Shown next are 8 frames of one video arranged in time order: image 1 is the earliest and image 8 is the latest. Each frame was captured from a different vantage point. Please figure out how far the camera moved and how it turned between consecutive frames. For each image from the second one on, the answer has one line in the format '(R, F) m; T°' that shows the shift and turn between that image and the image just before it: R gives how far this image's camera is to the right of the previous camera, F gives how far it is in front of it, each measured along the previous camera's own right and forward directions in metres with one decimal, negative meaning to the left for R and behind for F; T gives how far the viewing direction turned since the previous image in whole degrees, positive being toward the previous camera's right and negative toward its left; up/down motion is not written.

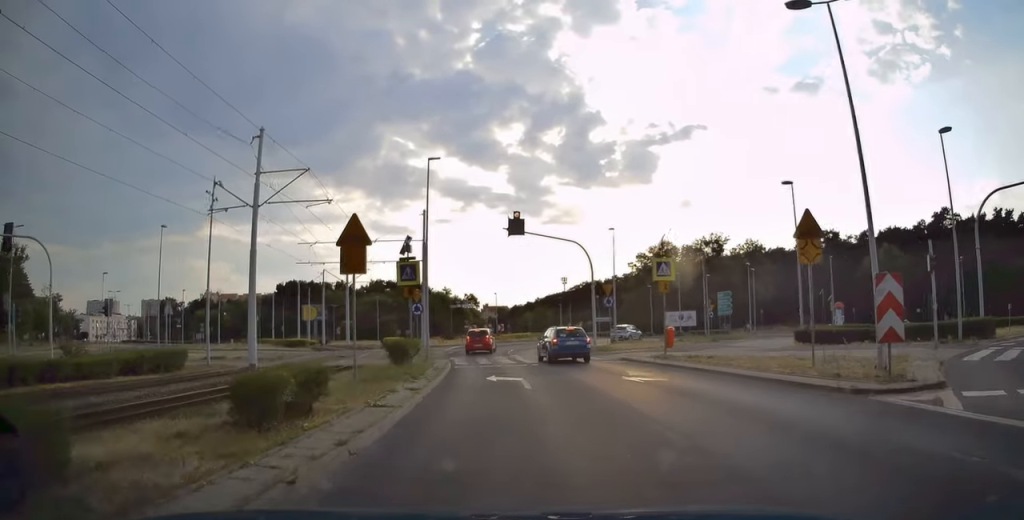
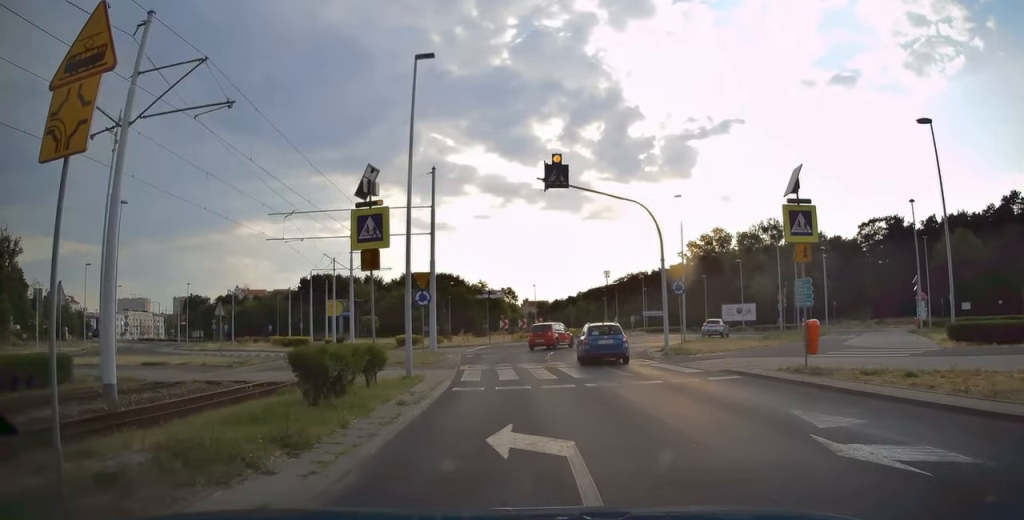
(-0.3, +8.7) m; -3°
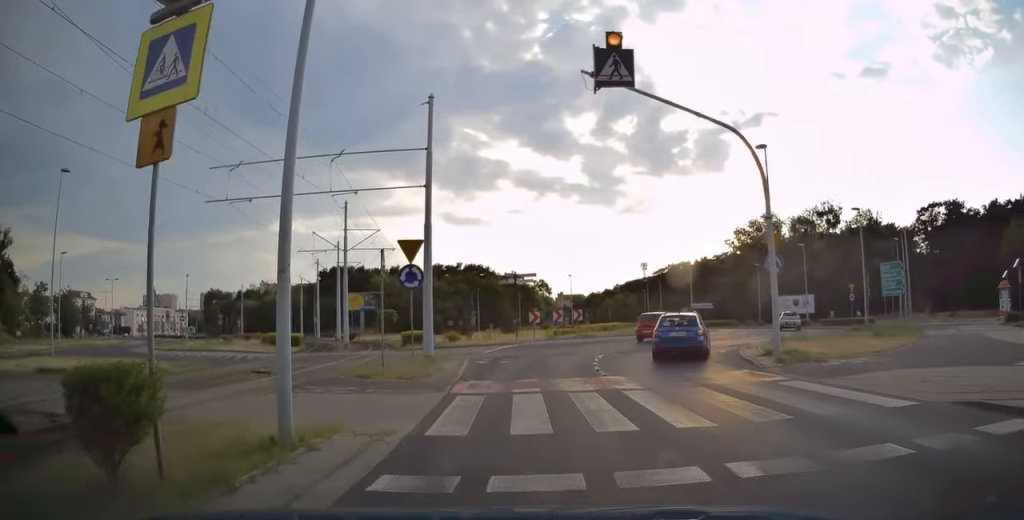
(-0.2, +8.0) m; -1°
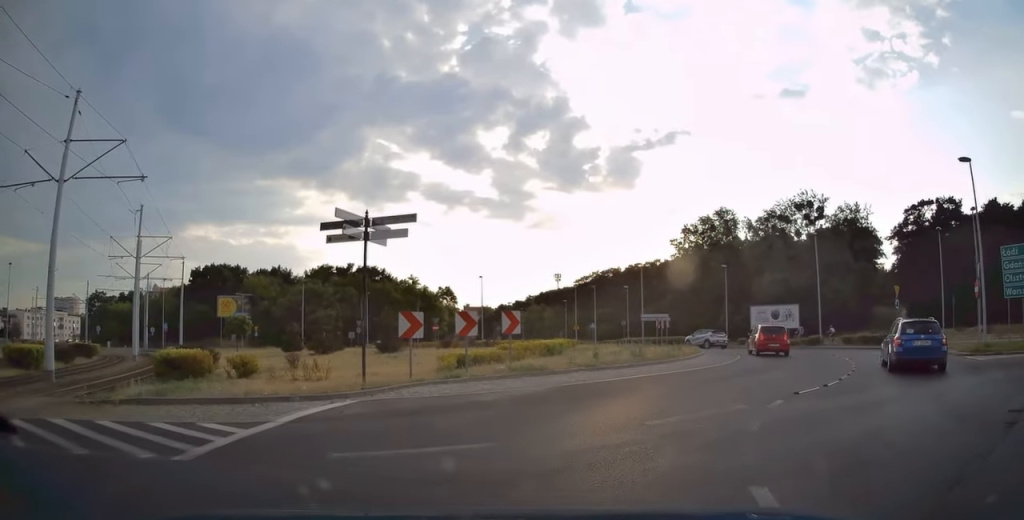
(+1.4, +19.2) m; +16°
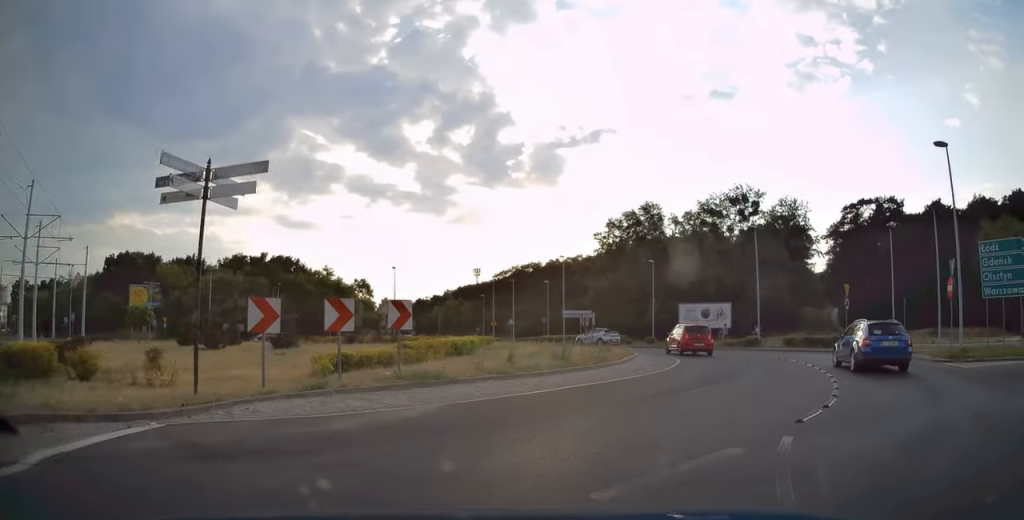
(+0.3, +3.6) m; +6°
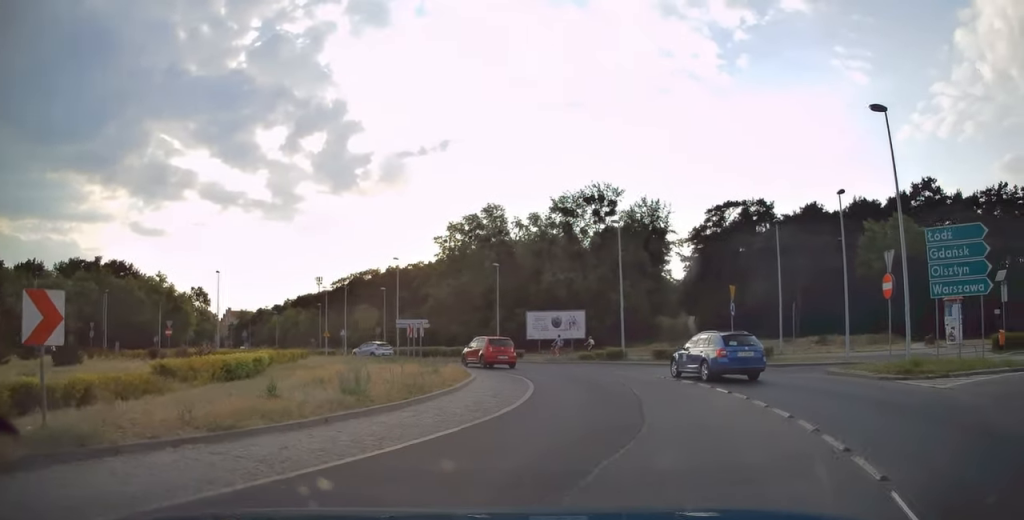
(+0.4, +6.1) m; +5°
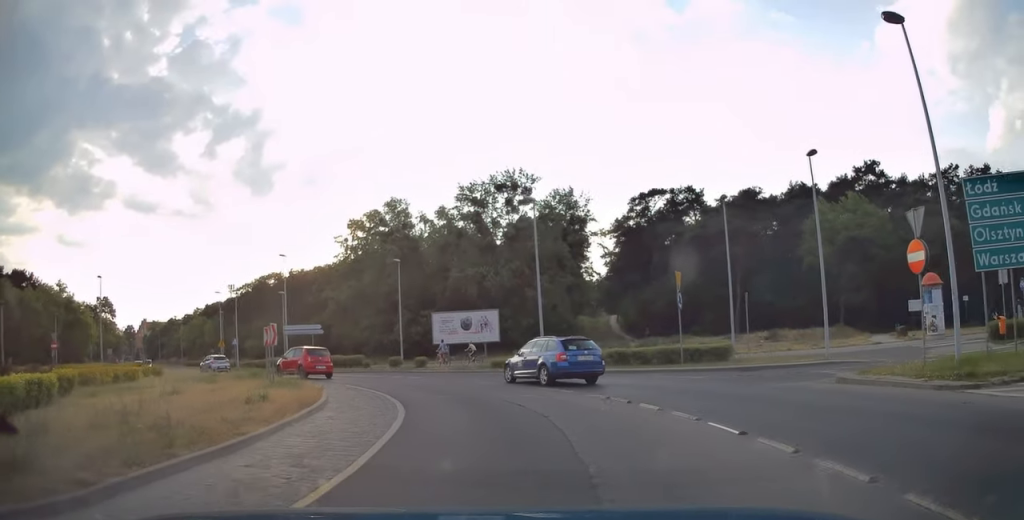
(+0.3, +6.4) m; +1°
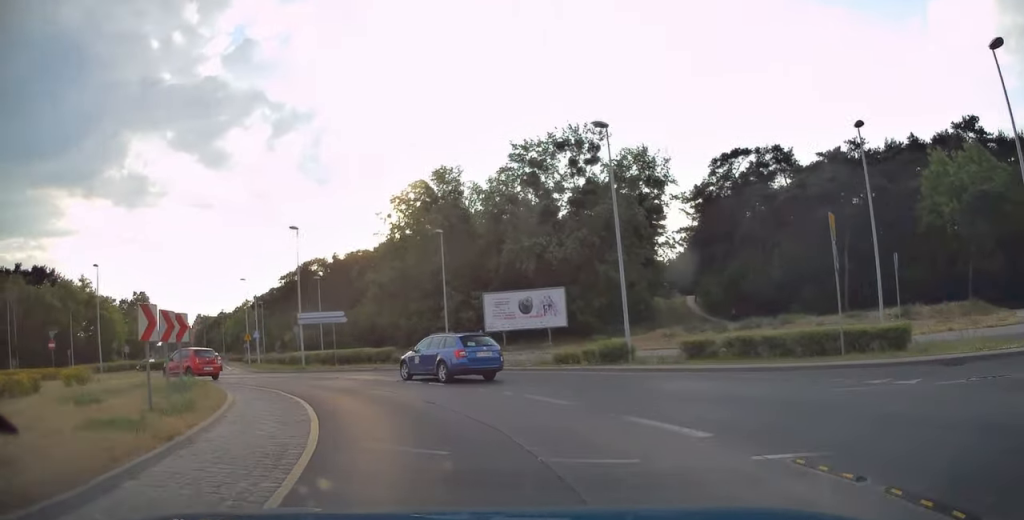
(-0.1, +8.2) m; -6°
